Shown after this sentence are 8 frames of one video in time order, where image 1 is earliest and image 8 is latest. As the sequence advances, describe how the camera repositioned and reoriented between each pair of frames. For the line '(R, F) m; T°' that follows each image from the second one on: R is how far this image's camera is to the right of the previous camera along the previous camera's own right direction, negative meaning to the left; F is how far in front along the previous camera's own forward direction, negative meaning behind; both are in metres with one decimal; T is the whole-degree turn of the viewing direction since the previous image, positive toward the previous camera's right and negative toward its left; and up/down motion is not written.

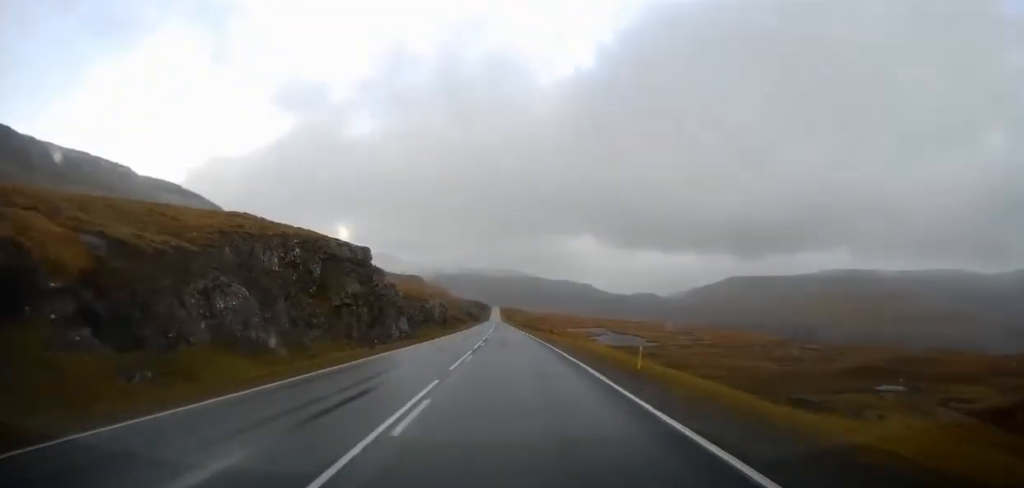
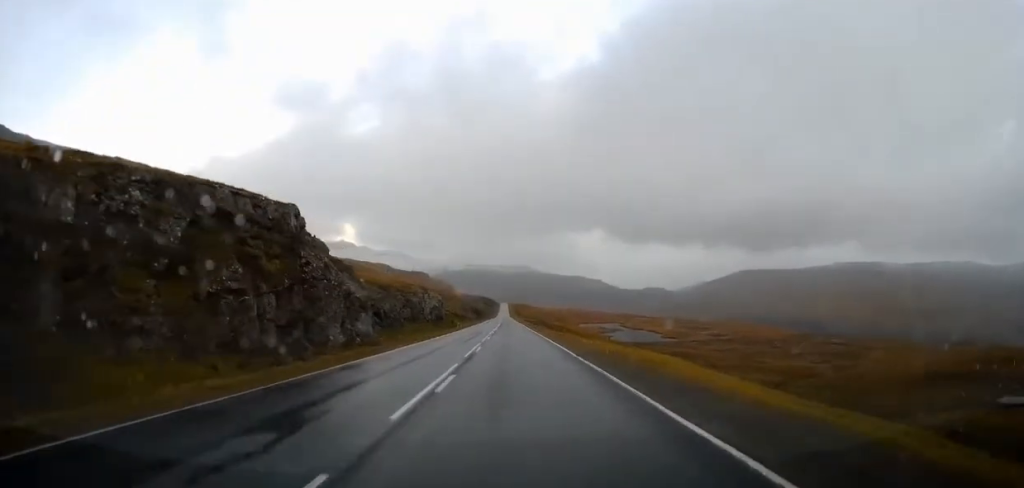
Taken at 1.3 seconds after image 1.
(-0.3, +19.9) m; -1°
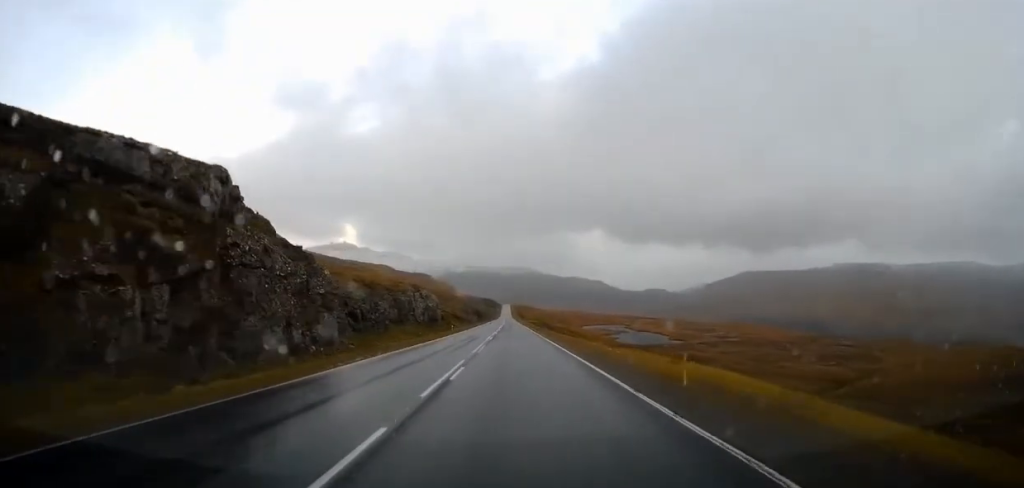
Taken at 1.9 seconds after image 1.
(0.0, +9.5) m; 0°
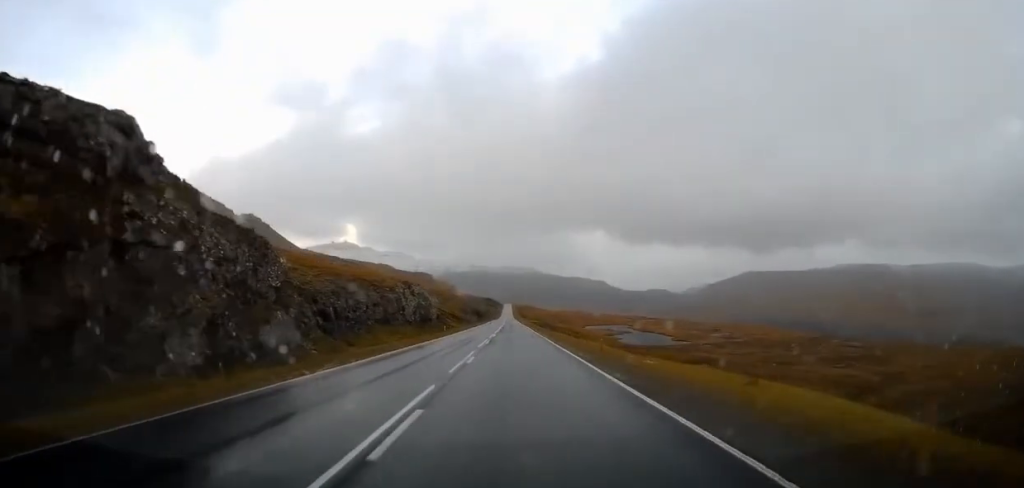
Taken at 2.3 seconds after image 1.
(0.0, +7.4) m; -1°
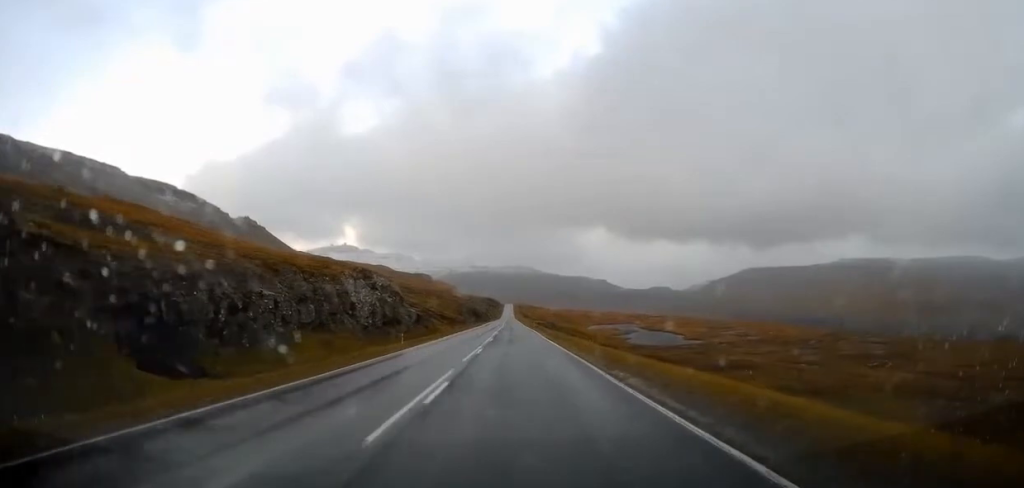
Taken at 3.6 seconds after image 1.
(-0.4, +20.2) m; -1°
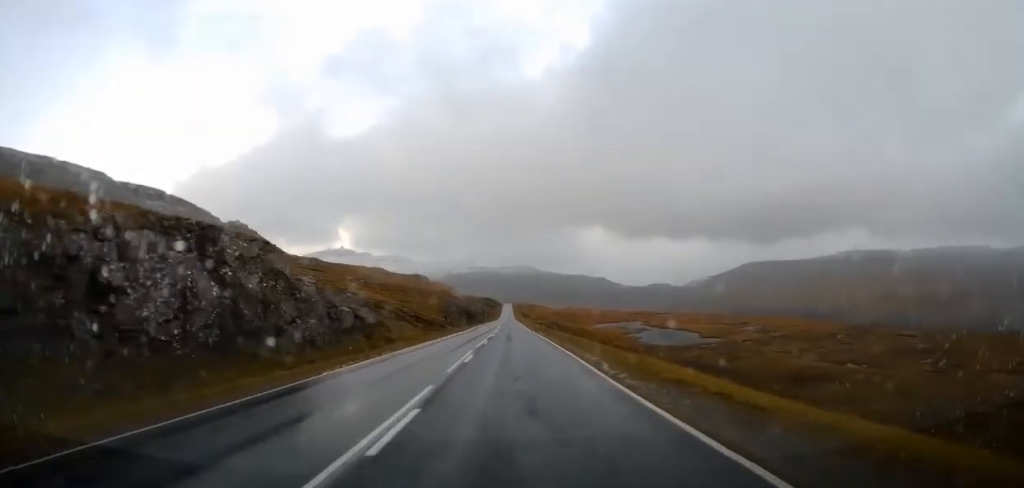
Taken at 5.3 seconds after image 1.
(+0.4, +27.4) m; 0°
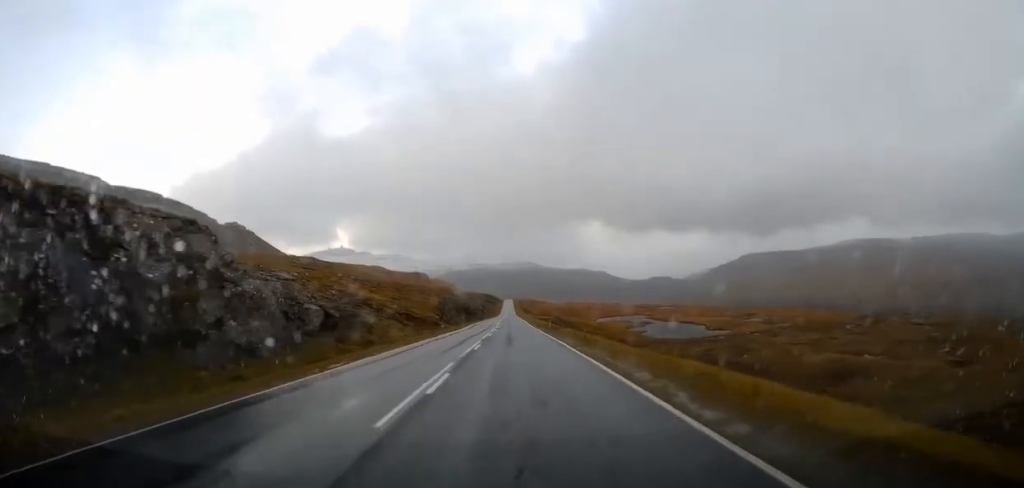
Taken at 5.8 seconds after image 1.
(-0.4, +7.6) m; 0°
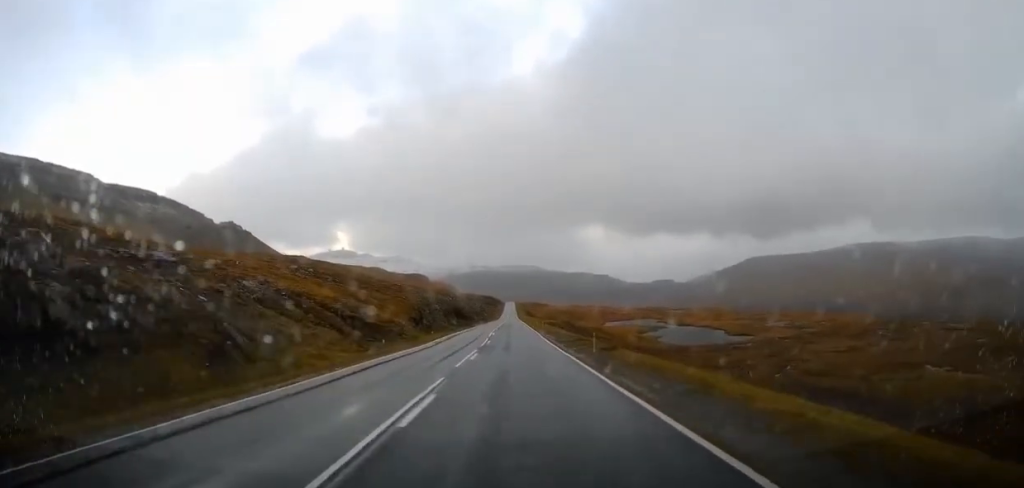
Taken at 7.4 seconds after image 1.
(+0.6, +26.2) m; +1°
